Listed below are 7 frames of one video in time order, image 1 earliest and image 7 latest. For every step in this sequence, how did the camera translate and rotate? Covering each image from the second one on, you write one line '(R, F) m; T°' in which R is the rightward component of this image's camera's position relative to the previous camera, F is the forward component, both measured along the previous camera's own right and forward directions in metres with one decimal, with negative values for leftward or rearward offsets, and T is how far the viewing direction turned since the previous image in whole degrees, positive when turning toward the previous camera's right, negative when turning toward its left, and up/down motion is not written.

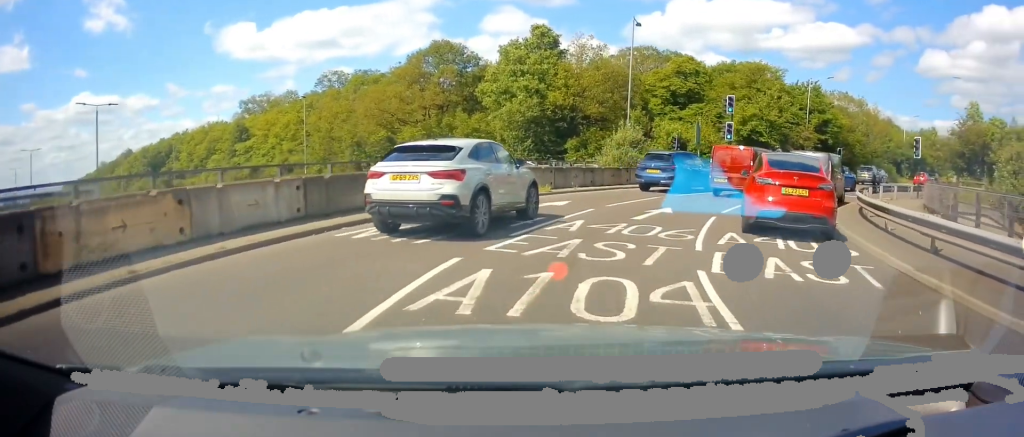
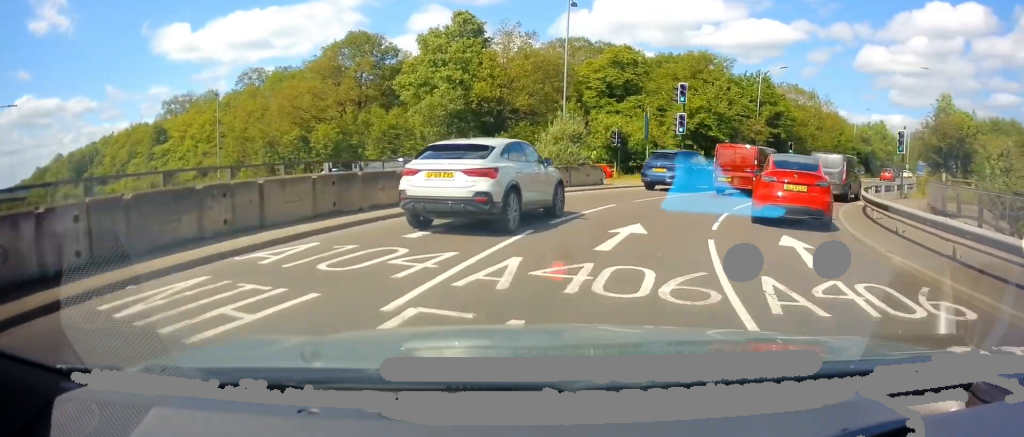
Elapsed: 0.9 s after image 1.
(+0.1, +4.4) m; +4°
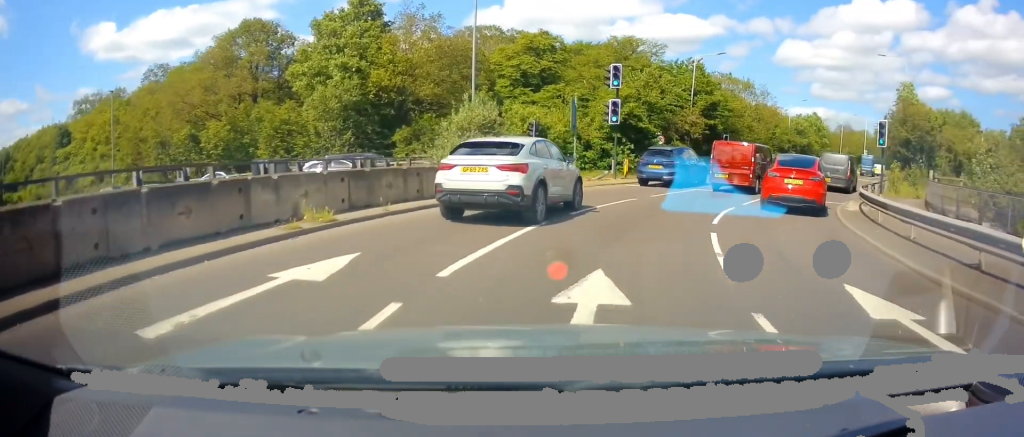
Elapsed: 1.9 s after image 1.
(+0.3, +5.1) m; +7°
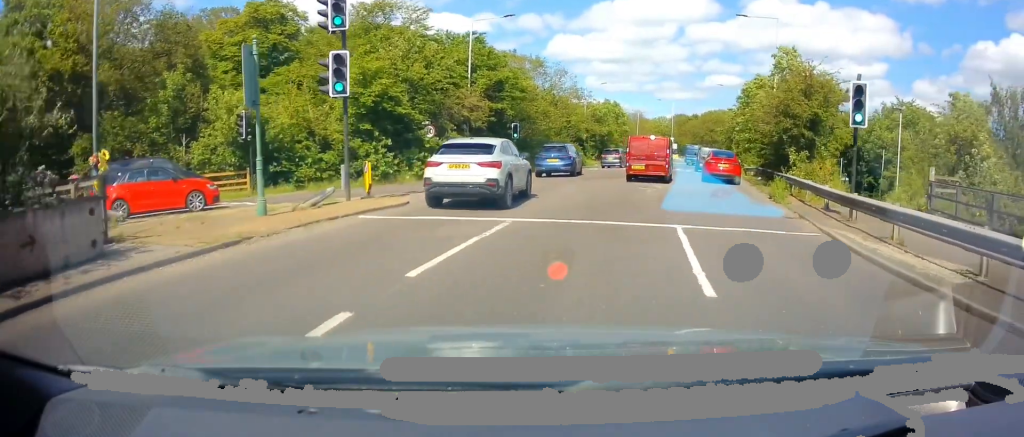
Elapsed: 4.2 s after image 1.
(+3.0, +12.0) m; +26°
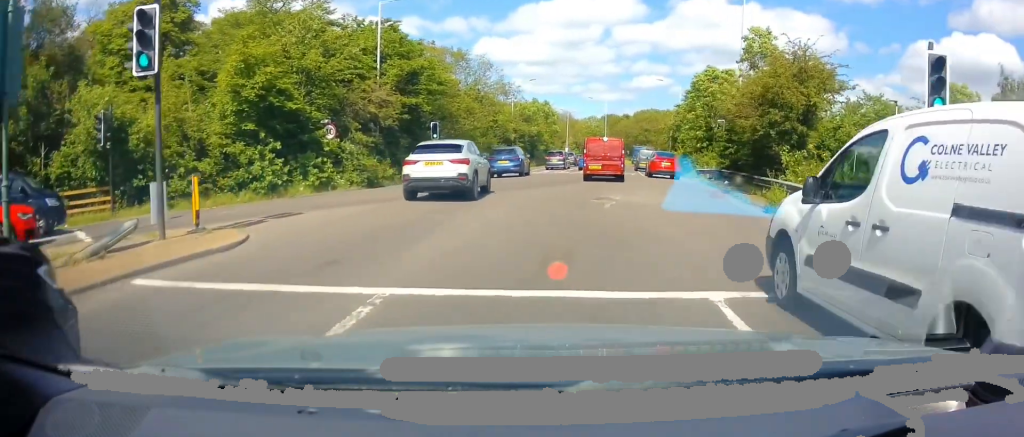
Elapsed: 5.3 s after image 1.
(+0.4, +5.8) m; +7°
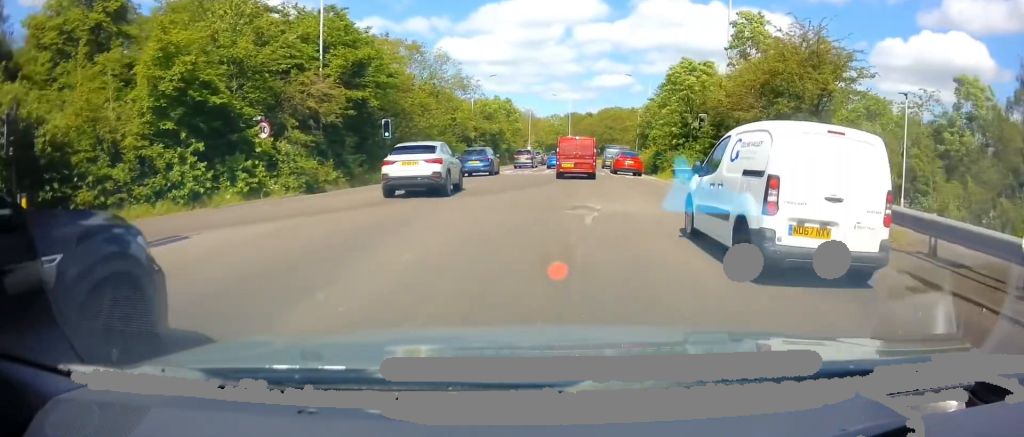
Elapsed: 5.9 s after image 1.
(+0.1, +3.4) m; +3°
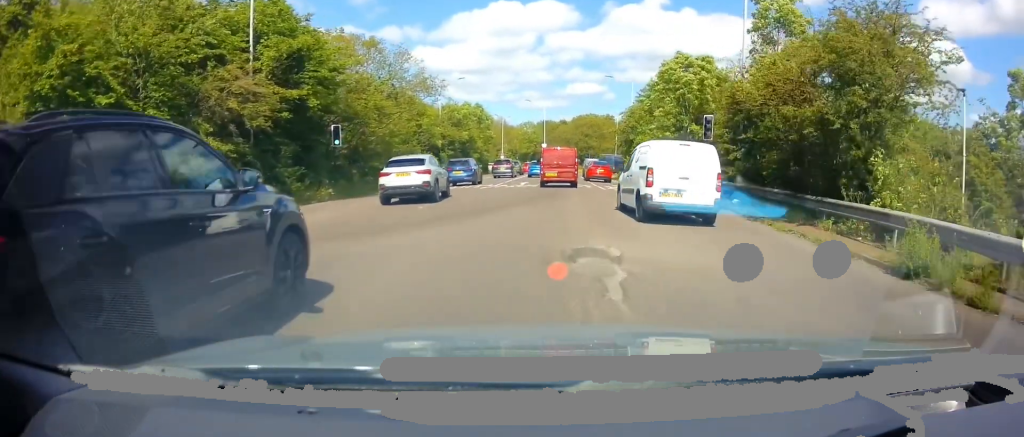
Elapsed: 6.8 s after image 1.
(+0.2, +5.5) m; +1°
